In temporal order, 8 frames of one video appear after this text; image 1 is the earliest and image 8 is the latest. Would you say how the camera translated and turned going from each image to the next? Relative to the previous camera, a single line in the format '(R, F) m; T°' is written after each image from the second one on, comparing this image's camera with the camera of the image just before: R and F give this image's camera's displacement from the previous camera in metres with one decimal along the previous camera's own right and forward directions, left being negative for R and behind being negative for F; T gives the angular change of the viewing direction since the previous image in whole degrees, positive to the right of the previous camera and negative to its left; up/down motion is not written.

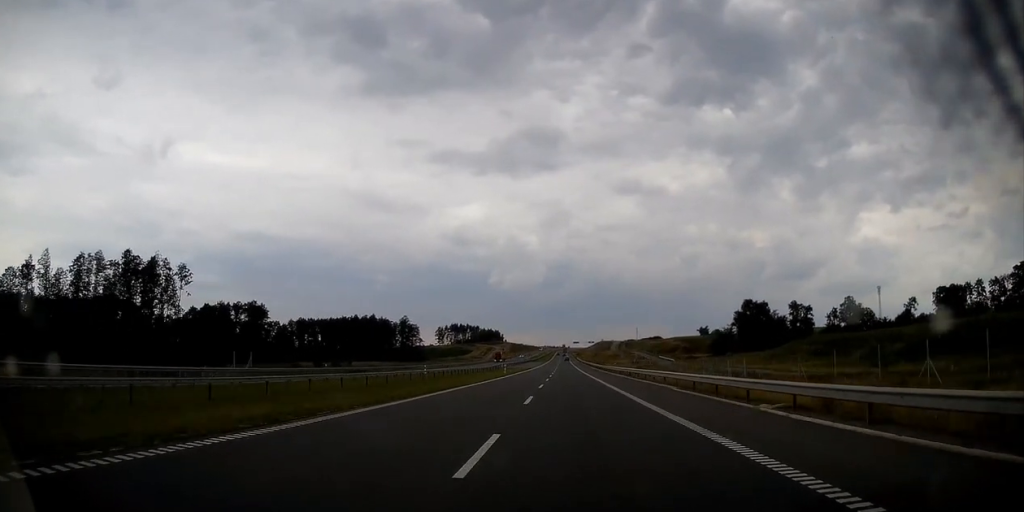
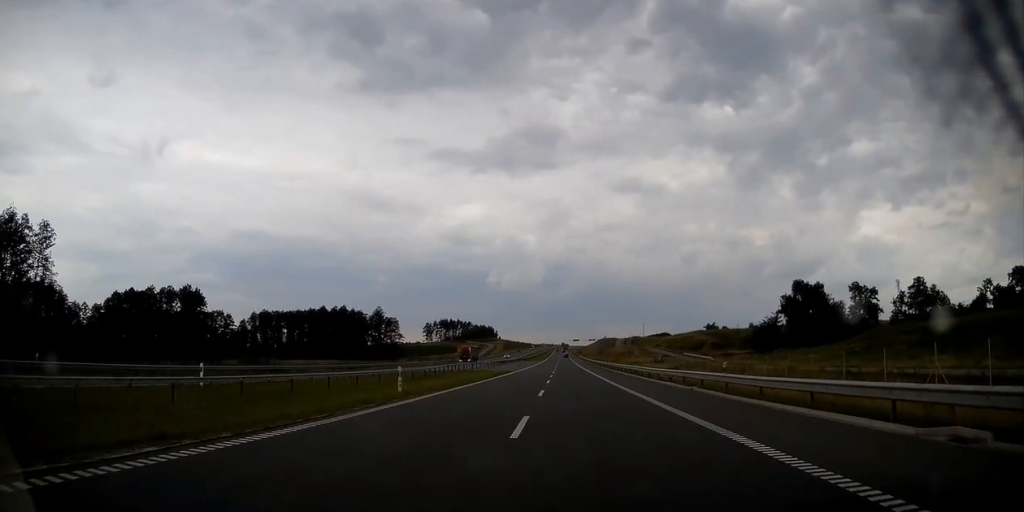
(-0.1, +44.2) m; 0°
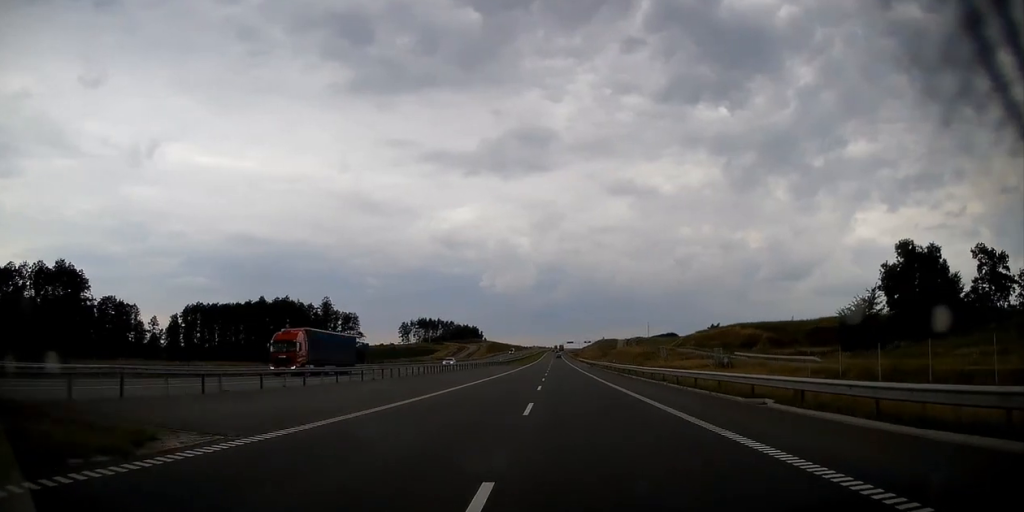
(+0.2, +55.3) m; 0°
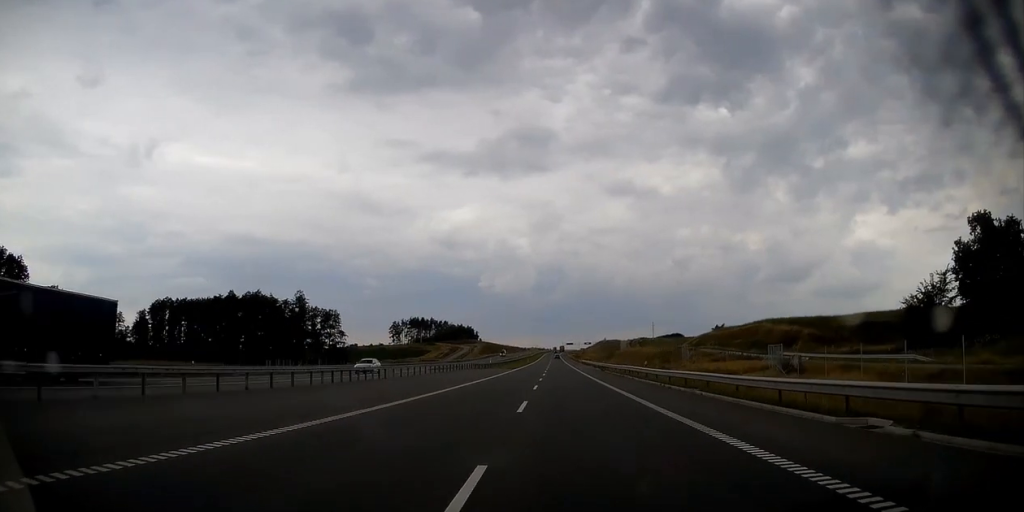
(0.0, +22.9) m; 0°
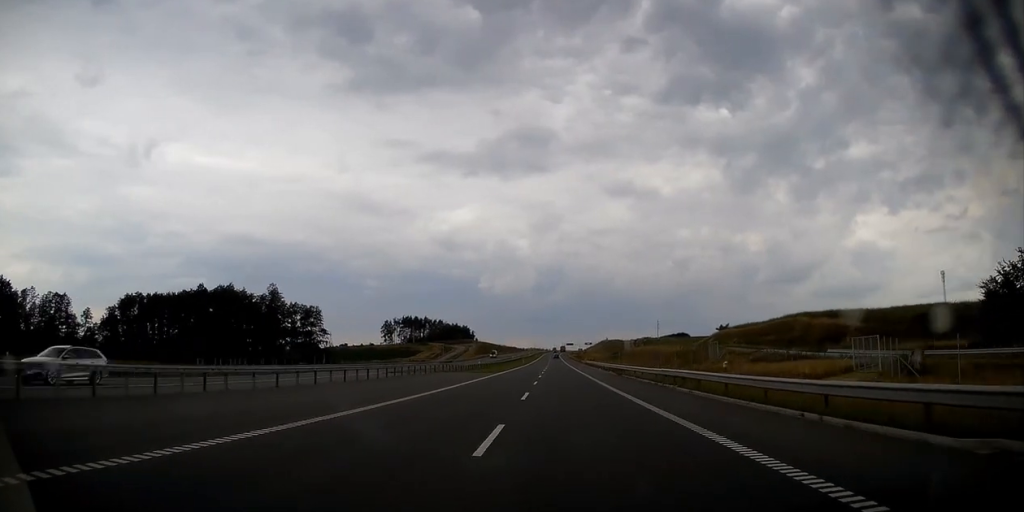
(0.0, +19.3) m; 0°
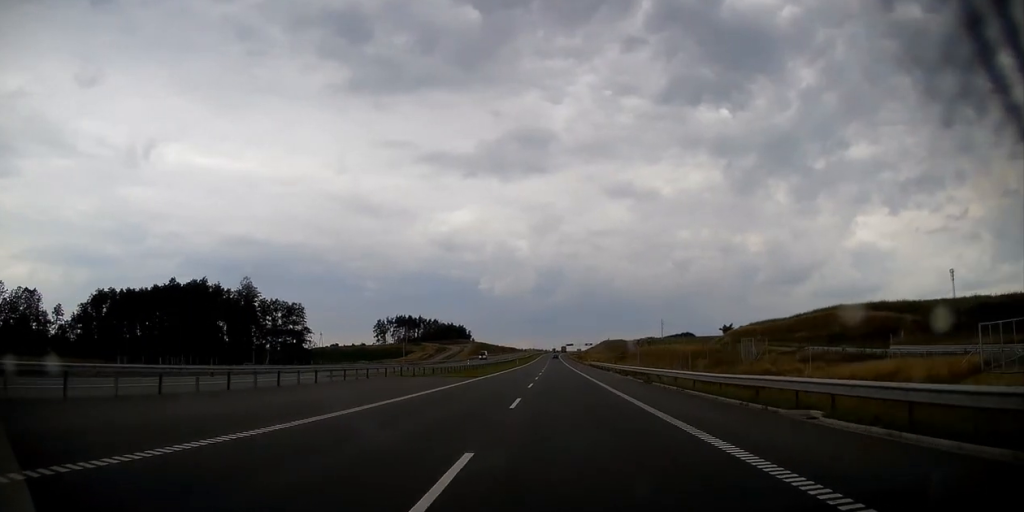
(+0.1, +15.7) m; 0°
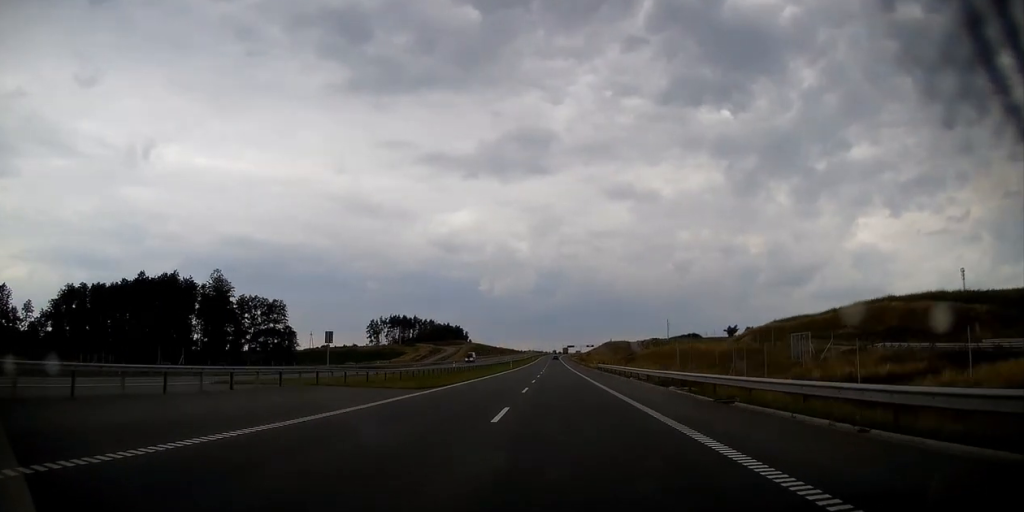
(+0.1, +15.7) m; 0°
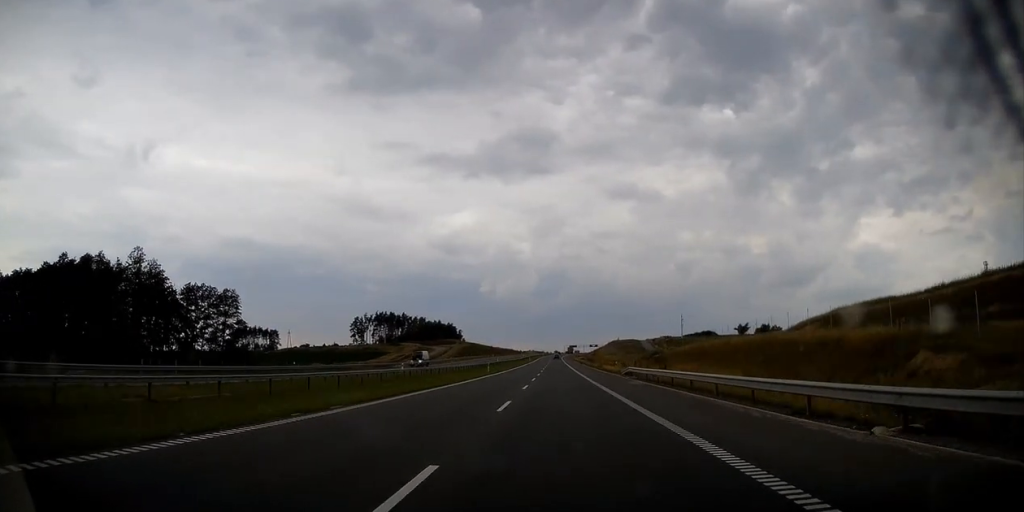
(-0.1, +31.4) m; 0°
